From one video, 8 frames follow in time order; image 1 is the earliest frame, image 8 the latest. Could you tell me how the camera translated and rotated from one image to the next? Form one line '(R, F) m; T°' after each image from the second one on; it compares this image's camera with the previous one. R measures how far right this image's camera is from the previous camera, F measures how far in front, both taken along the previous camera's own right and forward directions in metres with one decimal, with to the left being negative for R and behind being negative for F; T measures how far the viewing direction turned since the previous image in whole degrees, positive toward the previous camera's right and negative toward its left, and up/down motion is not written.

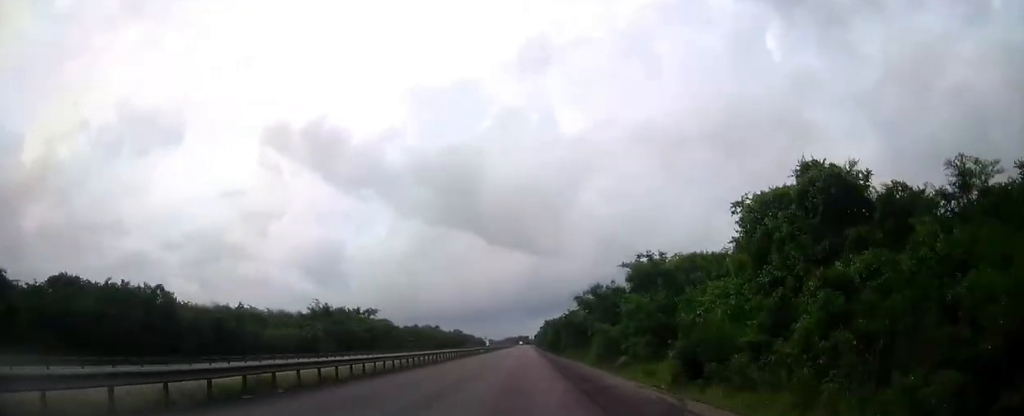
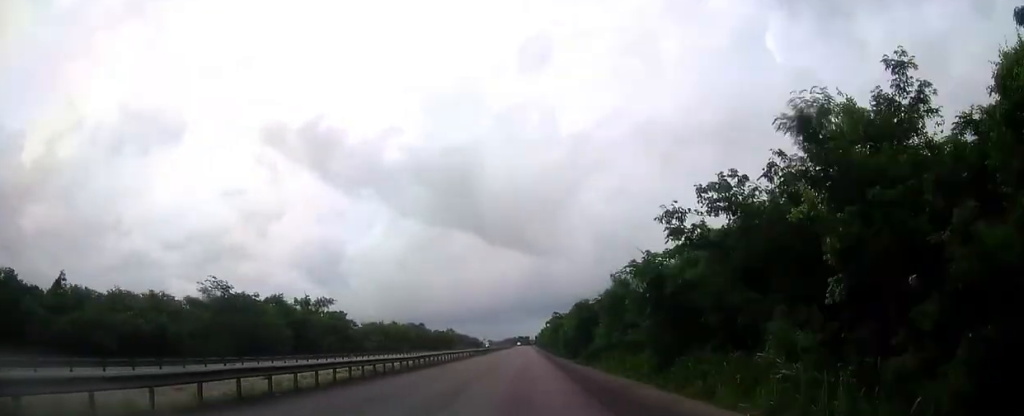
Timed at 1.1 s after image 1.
(-0.1, +32.3) m; 0°
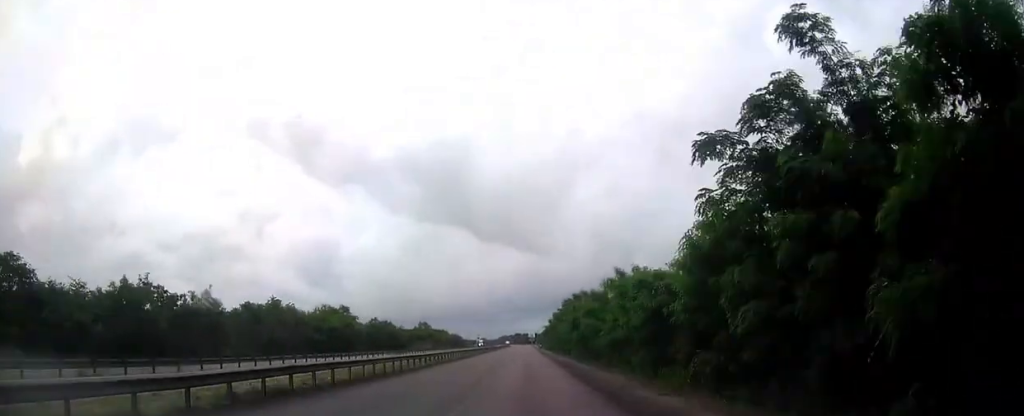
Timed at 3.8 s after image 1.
(-0.1, +78.4) m; 0°
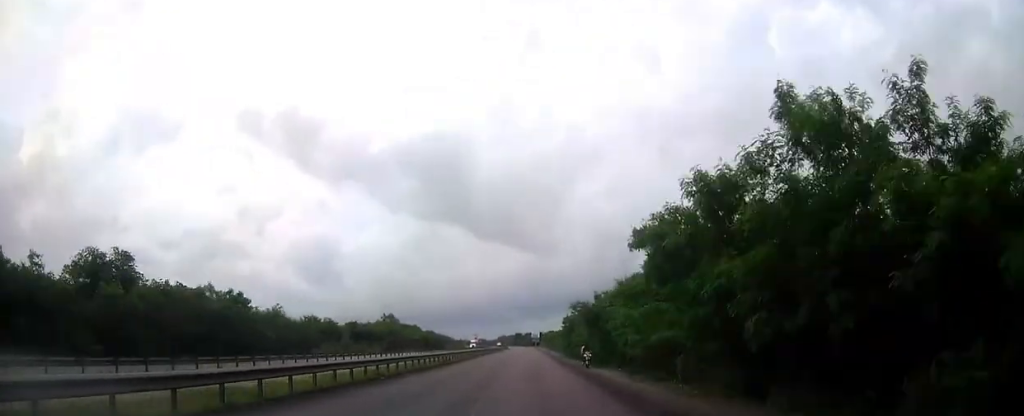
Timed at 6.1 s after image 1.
(+0.1, +66.3) m; 0°
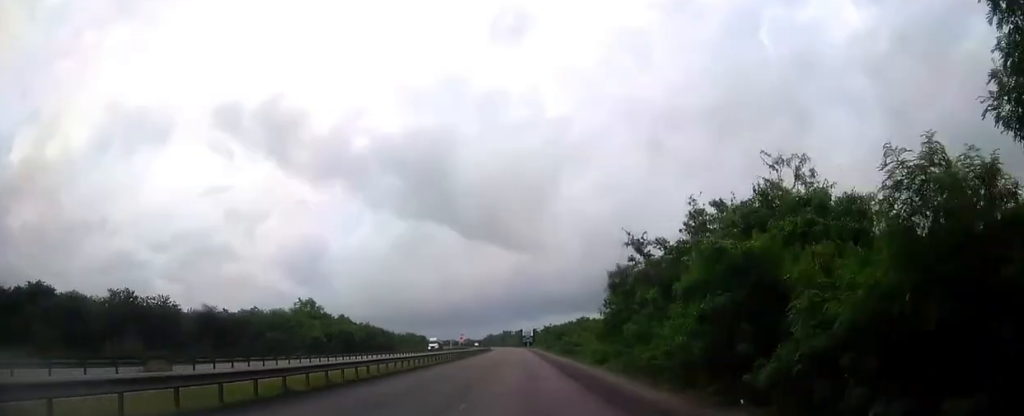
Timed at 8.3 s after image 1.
(+0.1, +62.9) m; 0°
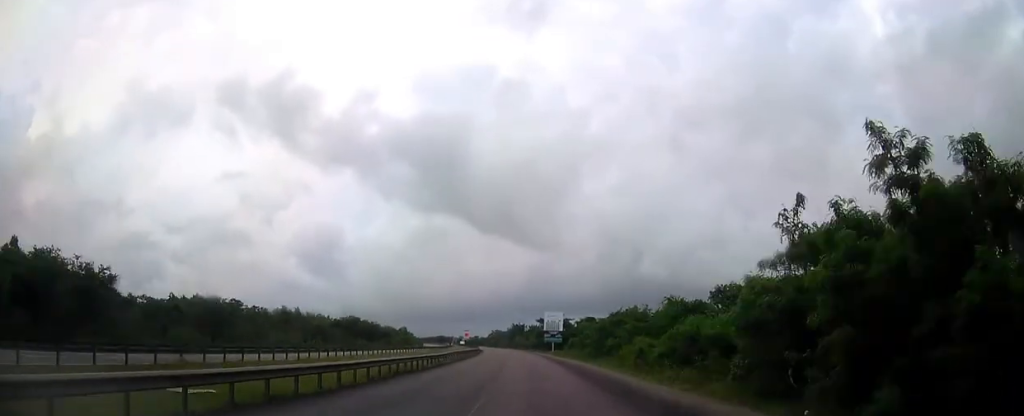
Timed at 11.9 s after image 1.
(-0.4, +102.2) m; -1°
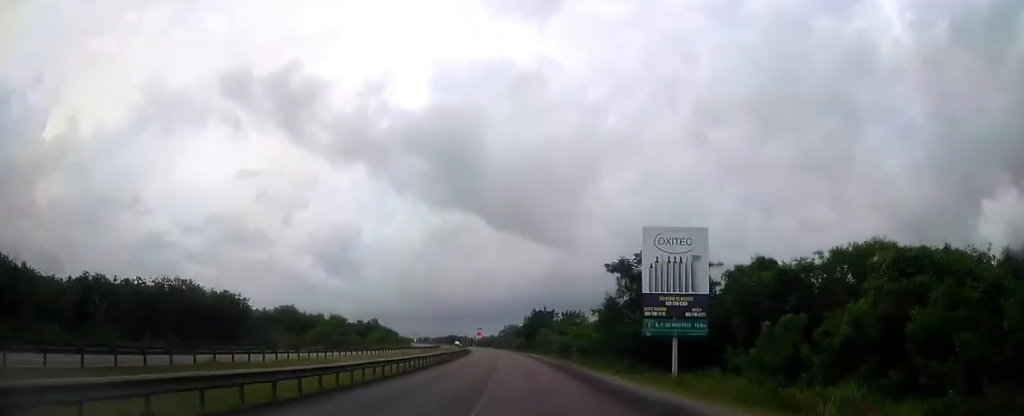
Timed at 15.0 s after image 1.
(-1.5, +87.0) m; -2°
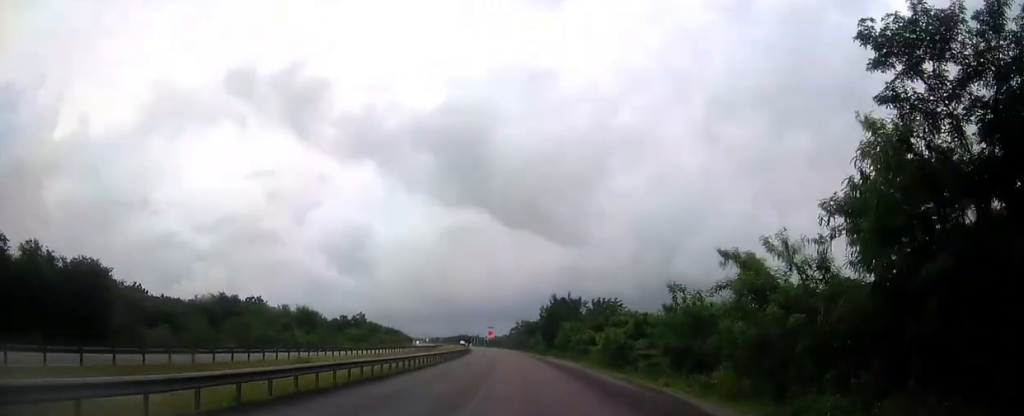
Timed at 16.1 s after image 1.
(-0.5, +31.2) m; -1°
